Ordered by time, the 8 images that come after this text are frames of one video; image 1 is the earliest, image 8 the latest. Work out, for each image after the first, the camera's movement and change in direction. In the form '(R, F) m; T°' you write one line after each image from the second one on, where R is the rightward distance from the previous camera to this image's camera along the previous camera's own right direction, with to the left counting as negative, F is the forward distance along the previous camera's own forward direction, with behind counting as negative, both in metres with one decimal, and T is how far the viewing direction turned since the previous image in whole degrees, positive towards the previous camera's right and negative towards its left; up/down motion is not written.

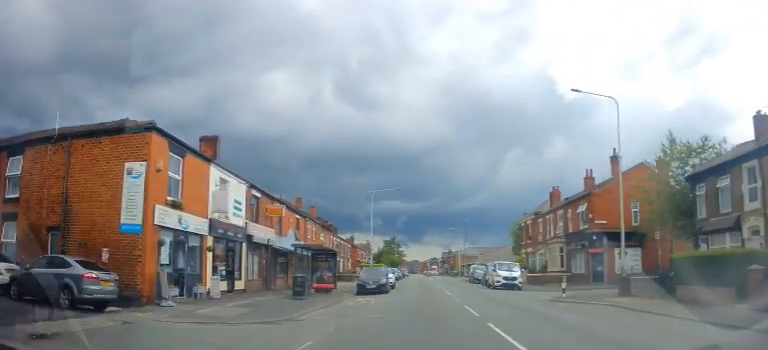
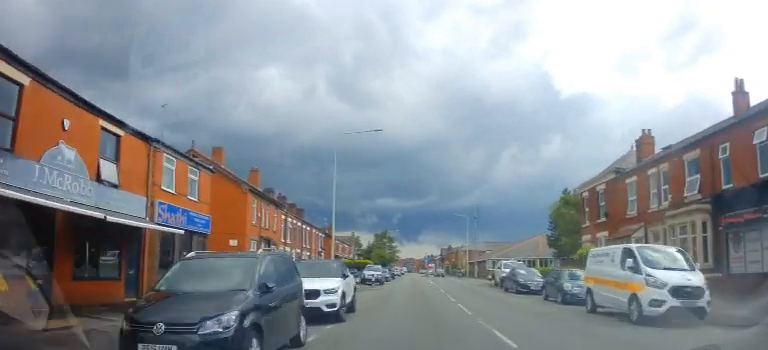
(-0.2, +21.1) m; +1°
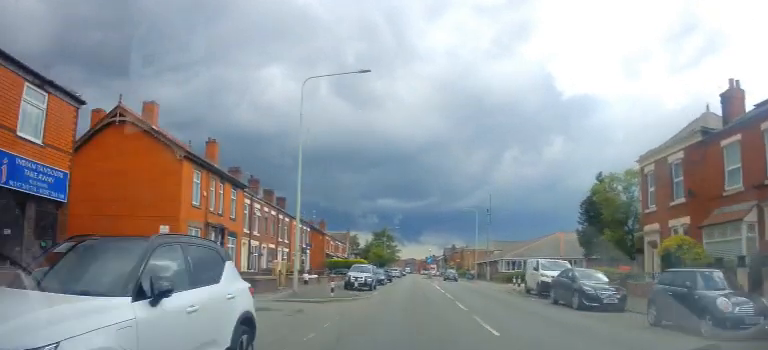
(+0.3, +9.7) m; 0°
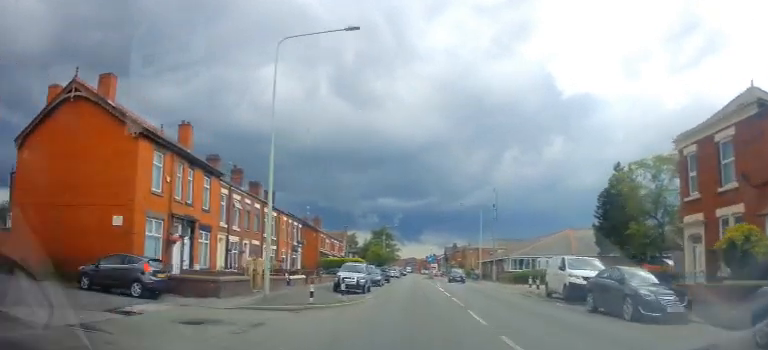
(-0.1, +4.0) m; -1°
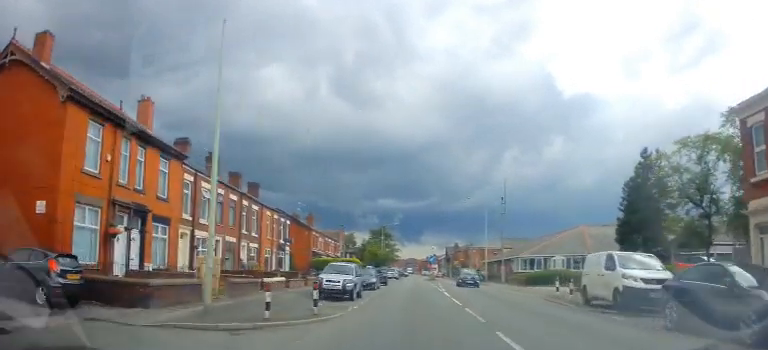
(-0.1, +4.8) m; -1°
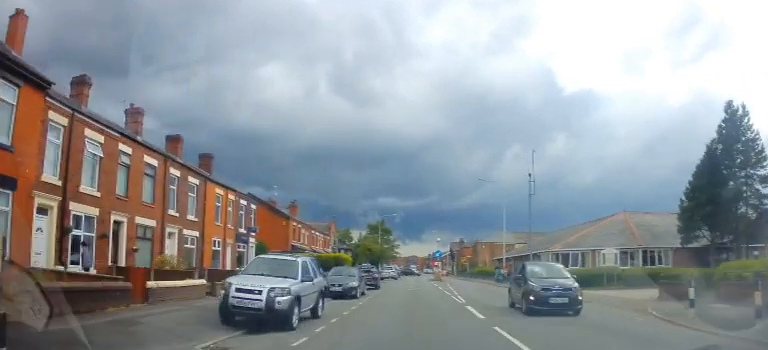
(0.0, +10.7) m; +2°
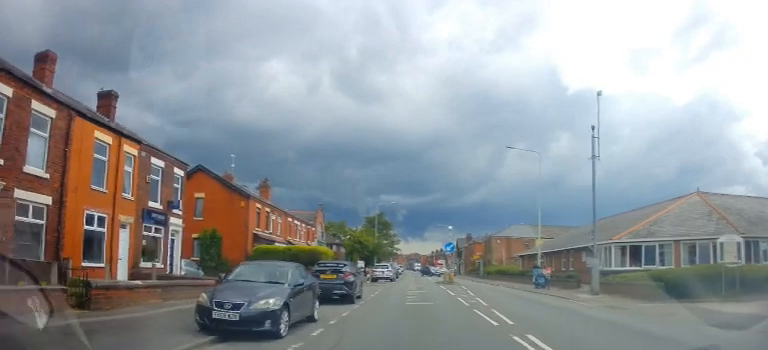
(+0.3, +12.6) m; 0°
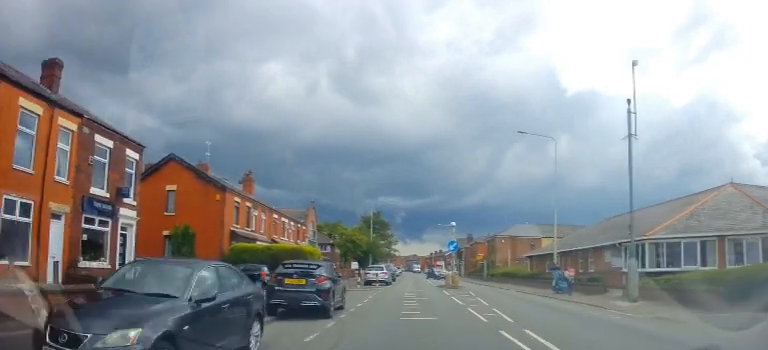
(-0.1, +4.3) m; -1°
